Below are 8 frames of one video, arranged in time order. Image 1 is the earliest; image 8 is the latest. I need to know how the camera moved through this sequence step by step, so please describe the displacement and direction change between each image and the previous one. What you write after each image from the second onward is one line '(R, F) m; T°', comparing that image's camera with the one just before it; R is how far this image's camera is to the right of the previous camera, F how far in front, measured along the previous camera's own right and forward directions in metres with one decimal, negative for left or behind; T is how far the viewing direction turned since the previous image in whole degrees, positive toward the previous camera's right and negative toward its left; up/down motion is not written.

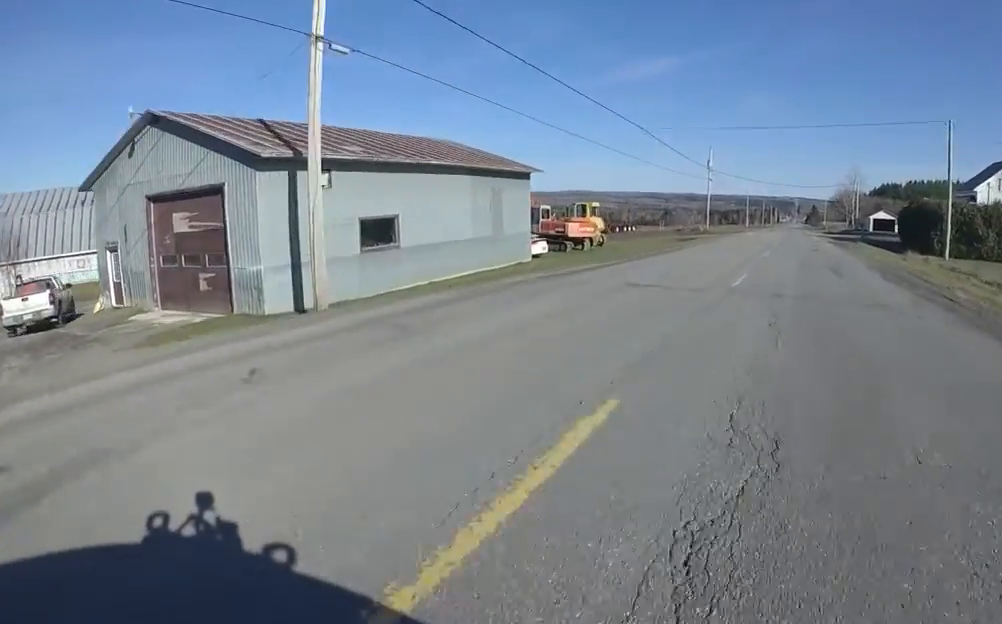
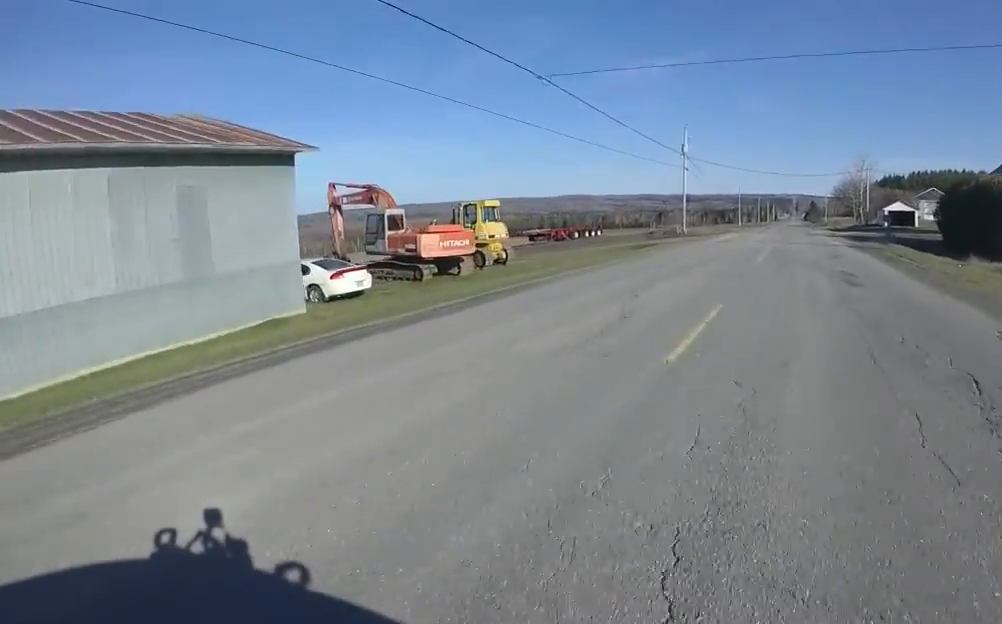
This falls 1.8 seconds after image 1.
(+1.8, +13.4) m; +7°
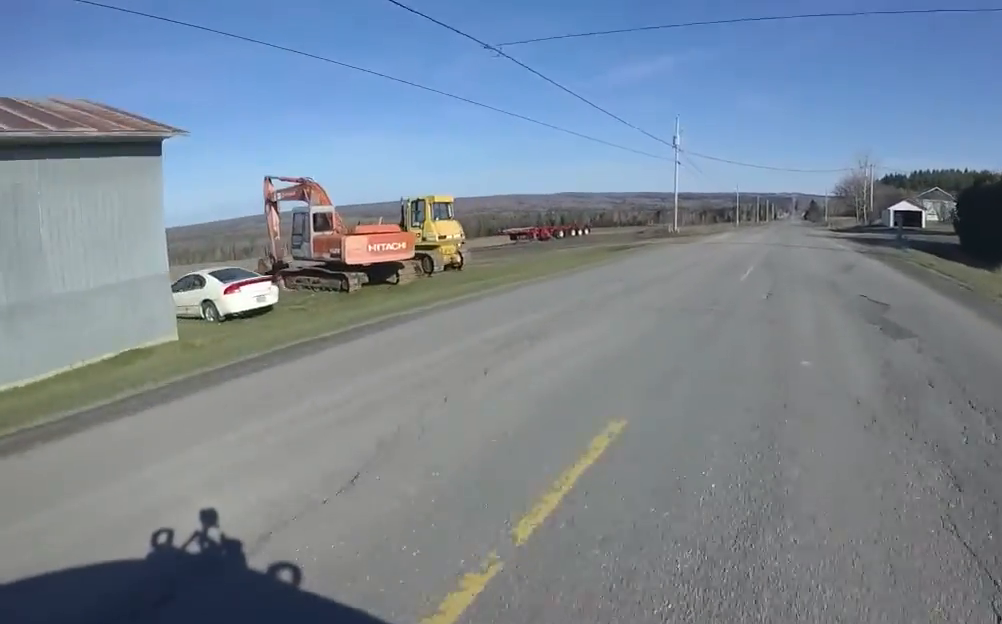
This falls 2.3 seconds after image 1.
(-0.8, +3.7) m; -4°
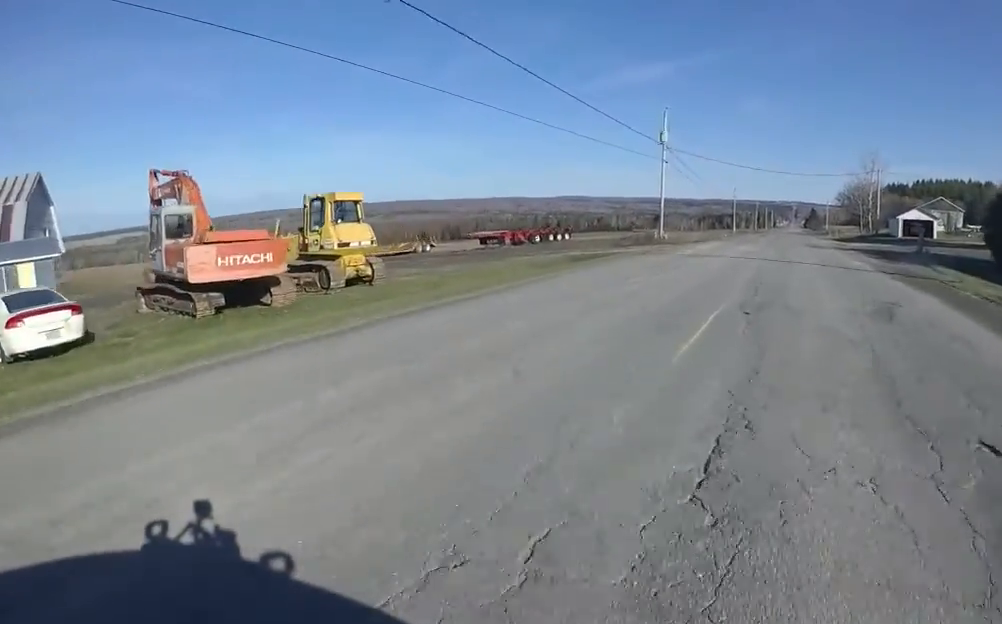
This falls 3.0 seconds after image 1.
(-0.6, +5.4) m; -4°
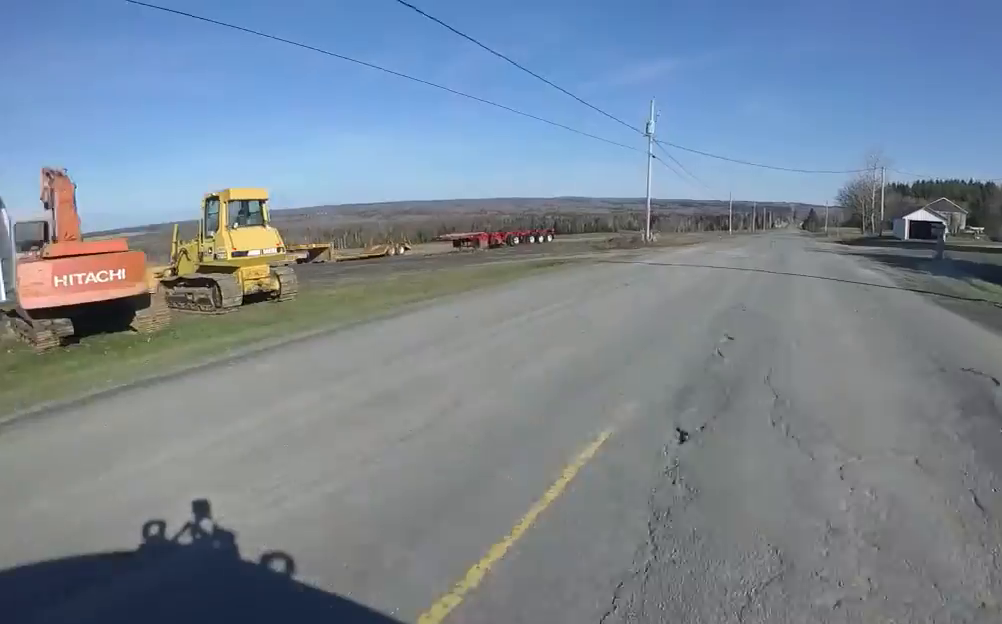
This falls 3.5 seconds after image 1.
(+0.4, +3.9) m; 0°
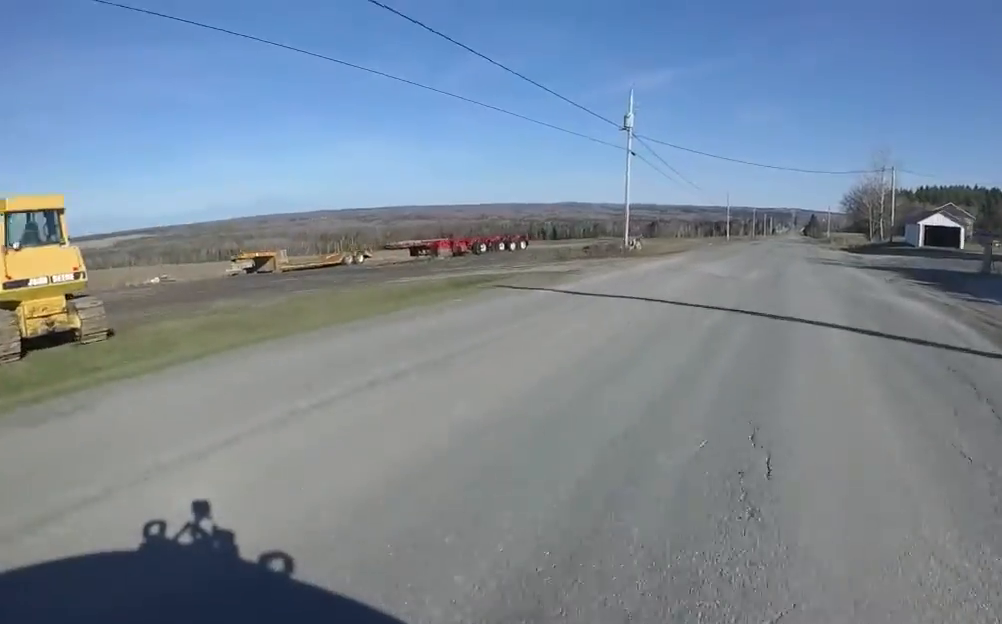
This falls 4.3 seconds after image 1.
(-0.1, +5.7) m; 0°
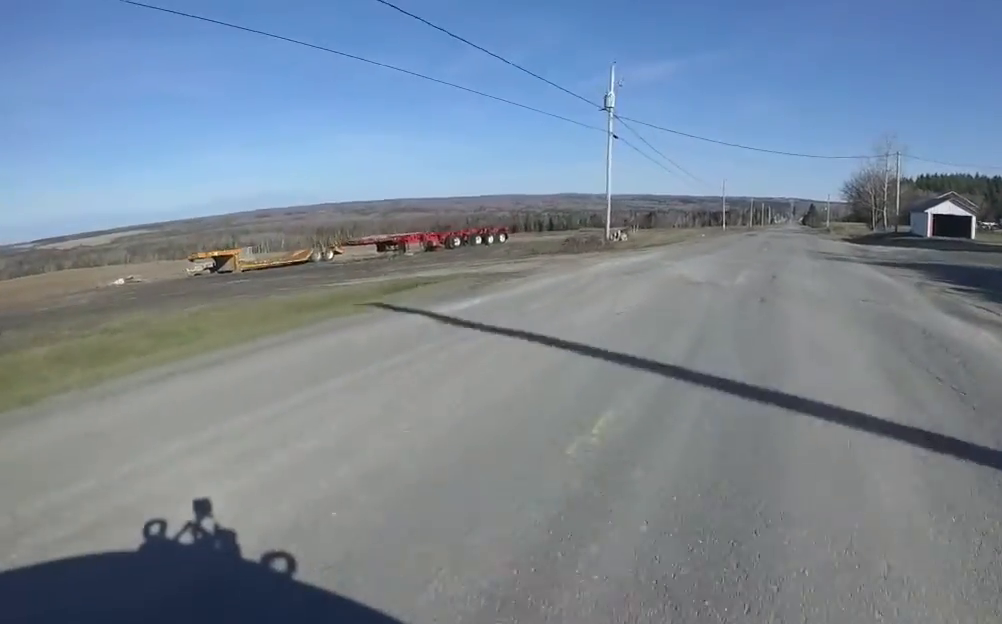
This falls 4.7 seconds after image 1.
(-0.3, +3.4) m; 0°
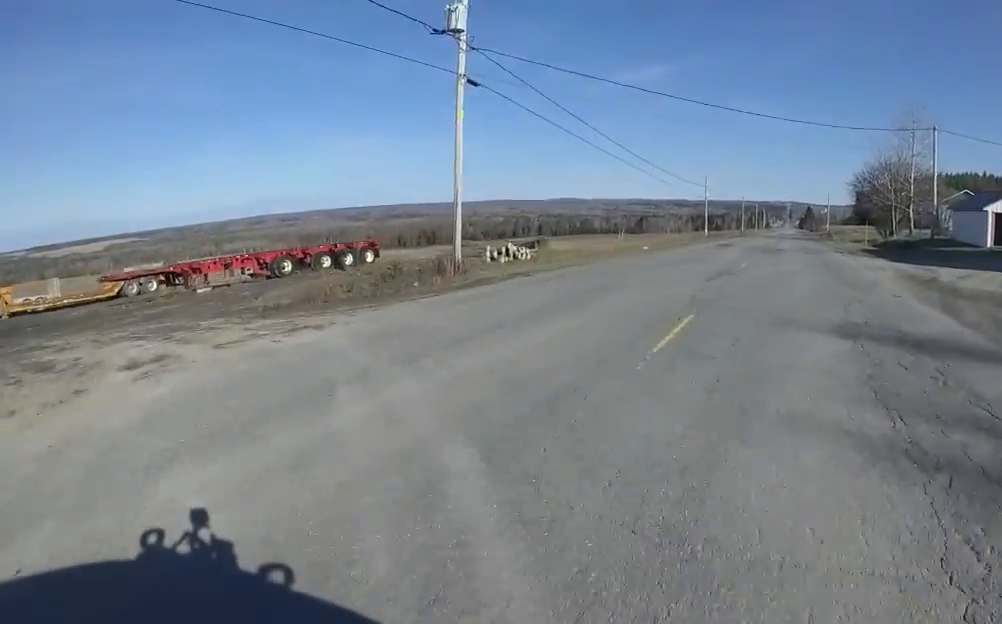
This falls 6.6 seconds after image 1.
(+1.7, +14.4) m; +8°
